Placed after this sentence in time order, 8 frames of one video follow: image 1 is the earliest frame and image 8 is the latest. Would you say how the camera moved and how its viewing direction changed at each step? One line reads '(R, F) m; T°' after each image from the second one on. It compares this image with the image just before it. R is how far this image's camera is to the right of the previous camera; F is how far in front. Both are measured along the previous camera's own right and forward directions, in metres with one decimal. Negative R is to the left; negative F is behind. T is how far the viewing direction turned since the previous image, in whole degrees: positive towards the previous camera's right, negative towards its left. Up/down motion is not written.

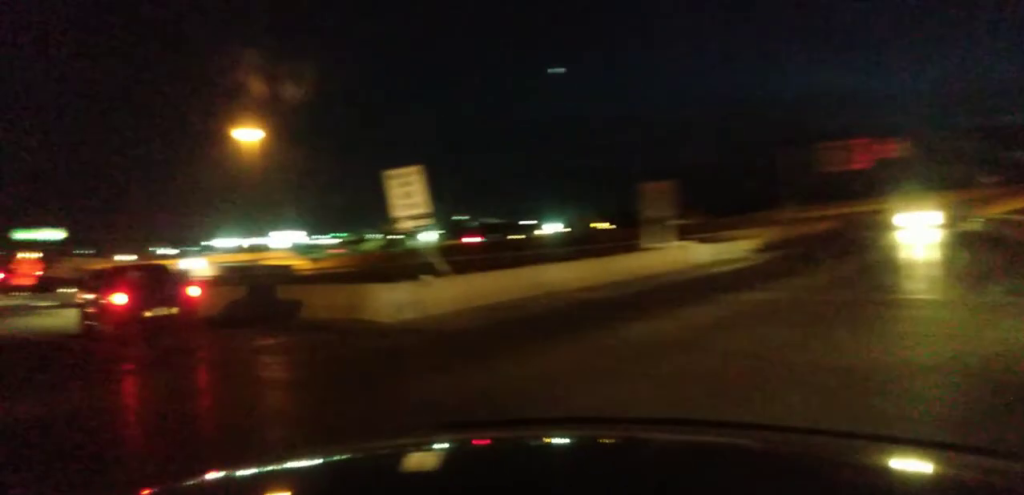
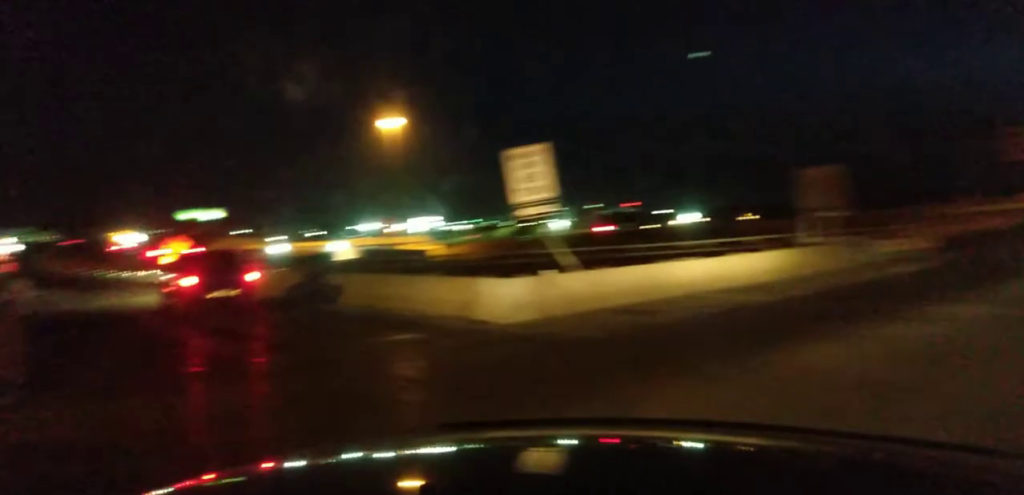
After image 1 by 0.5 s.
(-0.1, +3.2) m; -7°
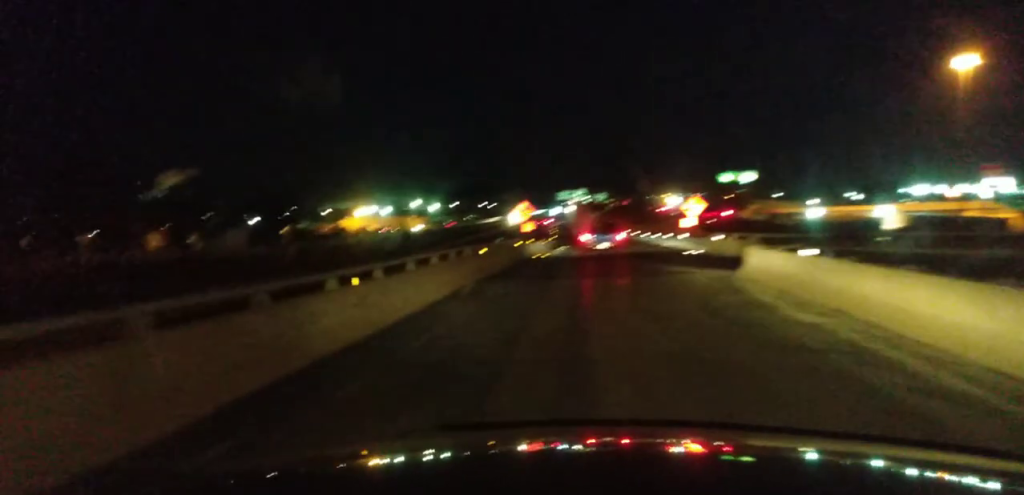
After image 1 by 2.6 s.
(-3.2, +17.2) m; -13°
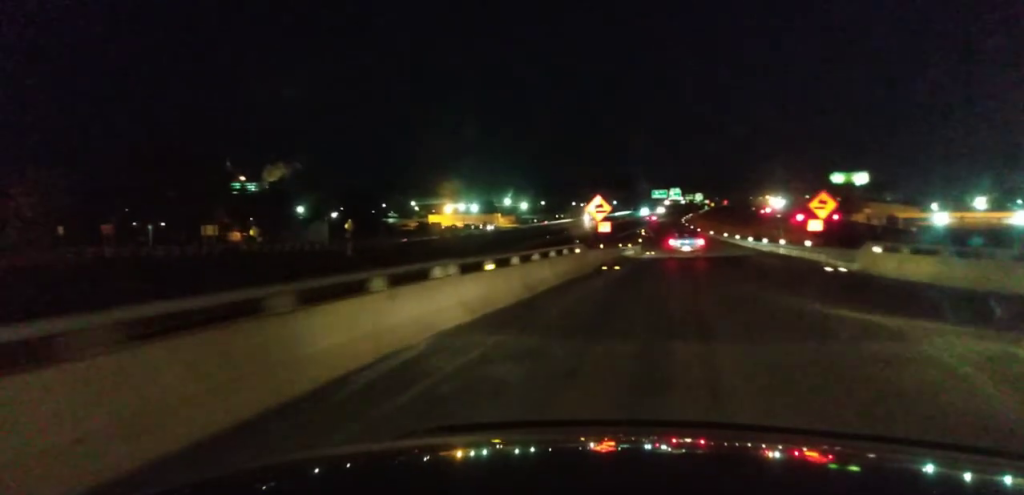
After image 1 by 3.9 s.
(+0.3, +14.7) m; +1°
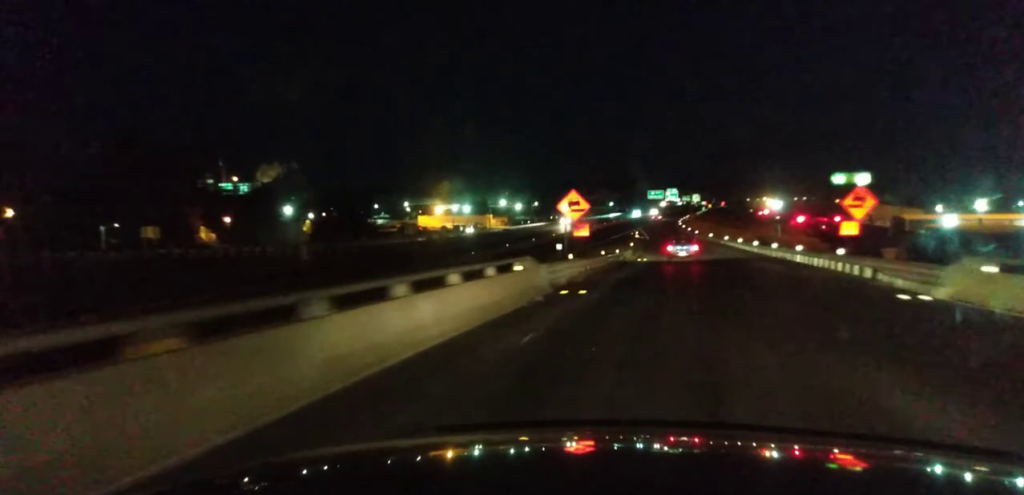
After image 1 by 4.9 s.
(0.0, +12.1) m; 0°
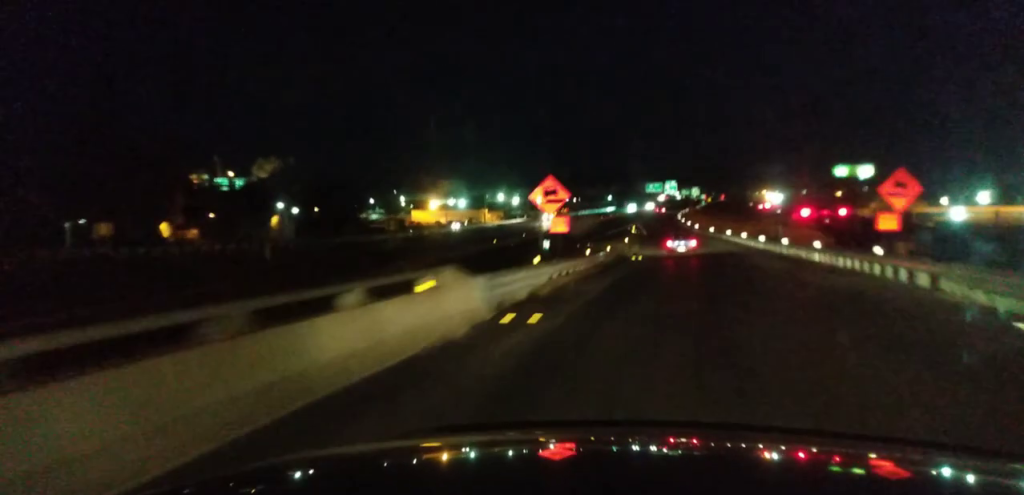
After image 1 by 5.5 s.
(-0.1, +8.4) m; 0°
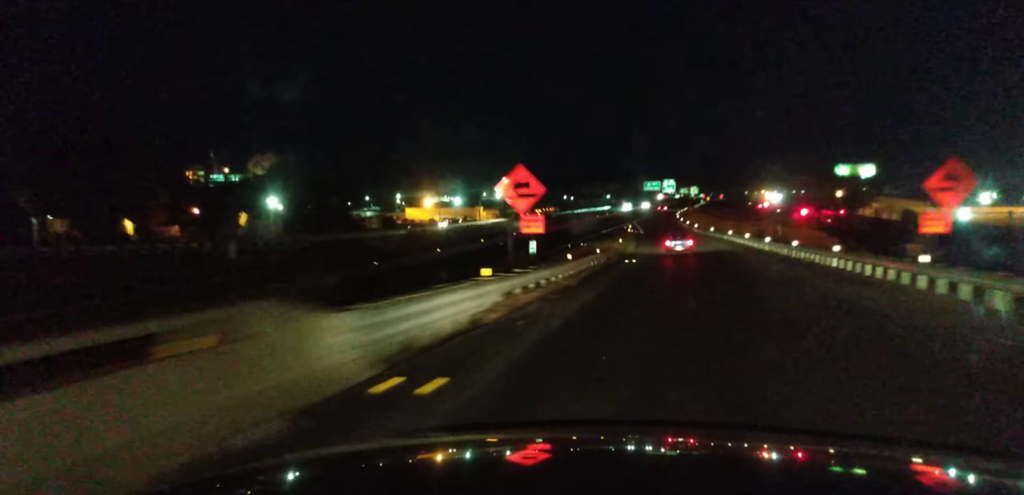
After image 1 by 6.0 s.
(+0.1, +6.7) m; 0°
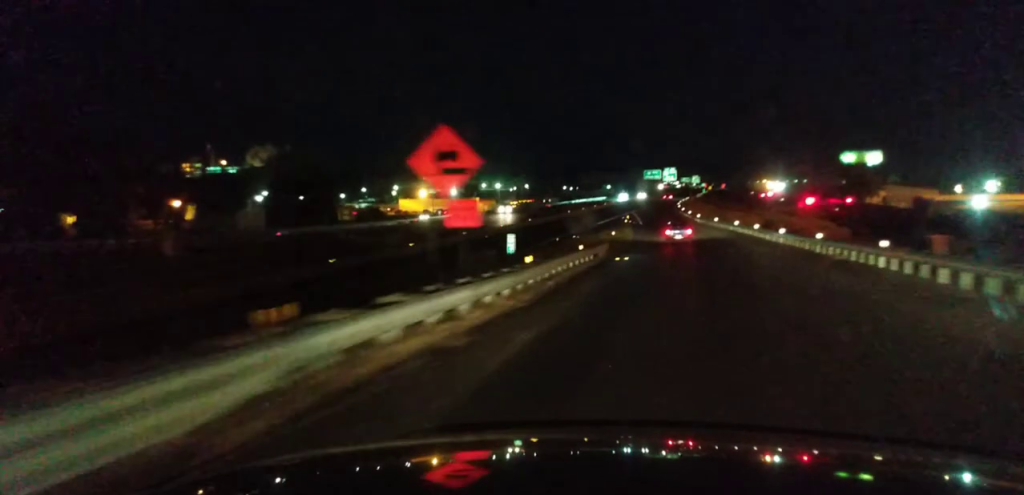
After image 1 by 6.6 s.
(+0.1, +9.4) m; 0°
